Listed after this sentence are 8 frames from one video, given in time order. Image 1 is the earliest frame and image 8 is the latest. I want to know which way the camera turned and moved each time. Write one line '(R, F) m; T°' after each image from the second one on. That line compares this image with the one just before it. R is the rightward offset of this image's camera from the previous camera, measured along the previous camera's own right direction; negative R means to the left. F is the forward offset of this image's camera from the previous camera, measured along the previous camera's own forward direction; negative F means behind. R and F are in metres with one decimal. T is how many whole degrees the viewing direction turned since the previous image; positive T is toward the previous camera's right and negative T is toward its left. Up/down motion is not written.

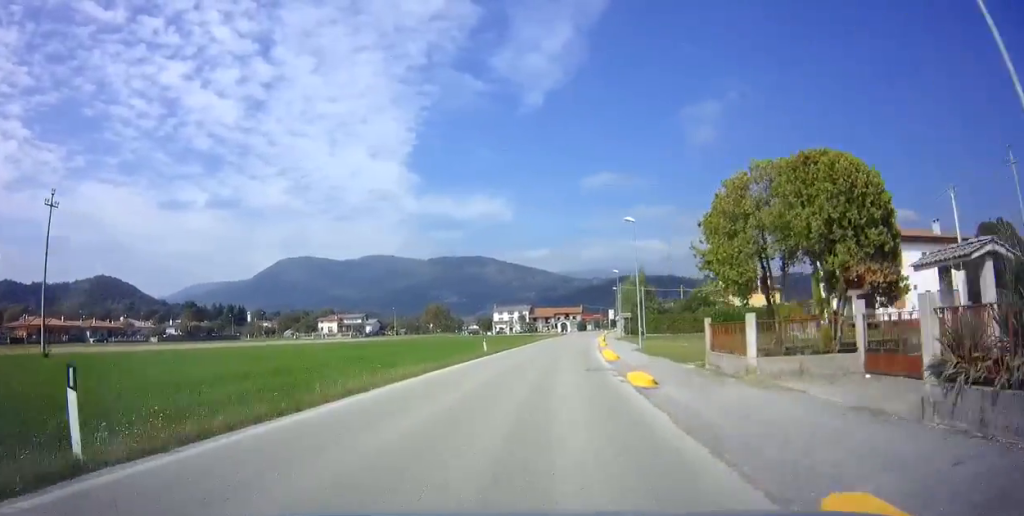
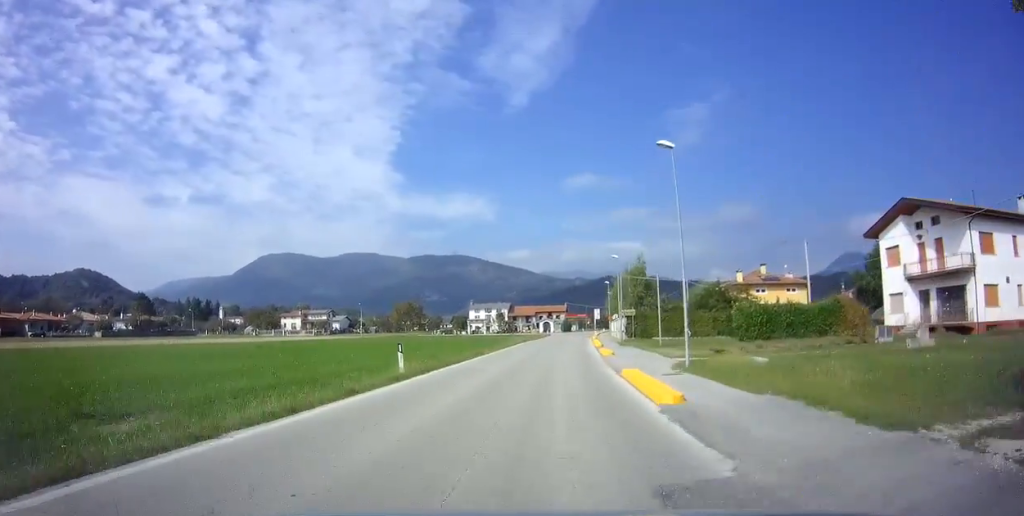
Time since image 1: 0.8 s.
(0.0, +14.6) m; +1°
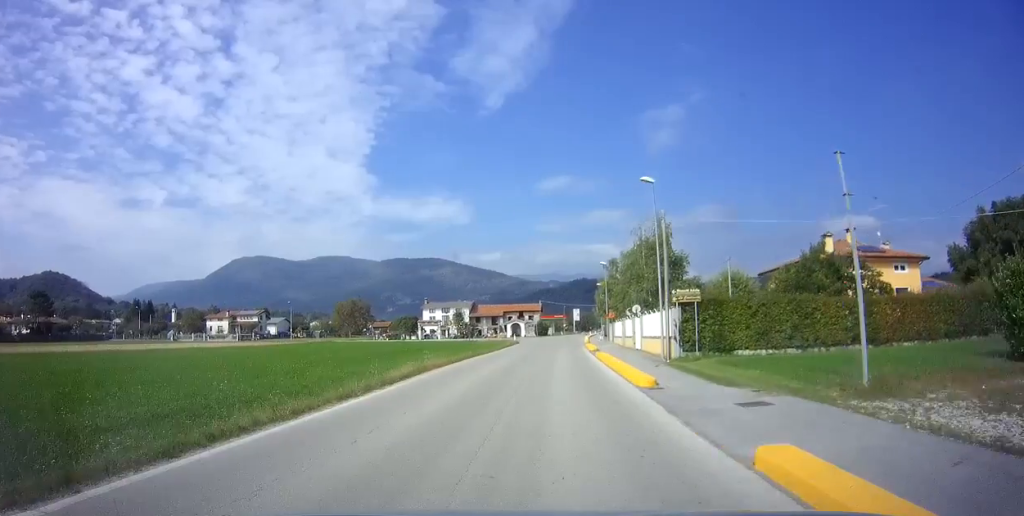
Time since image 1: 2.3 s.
(+1.0, +28.5) m; +4°
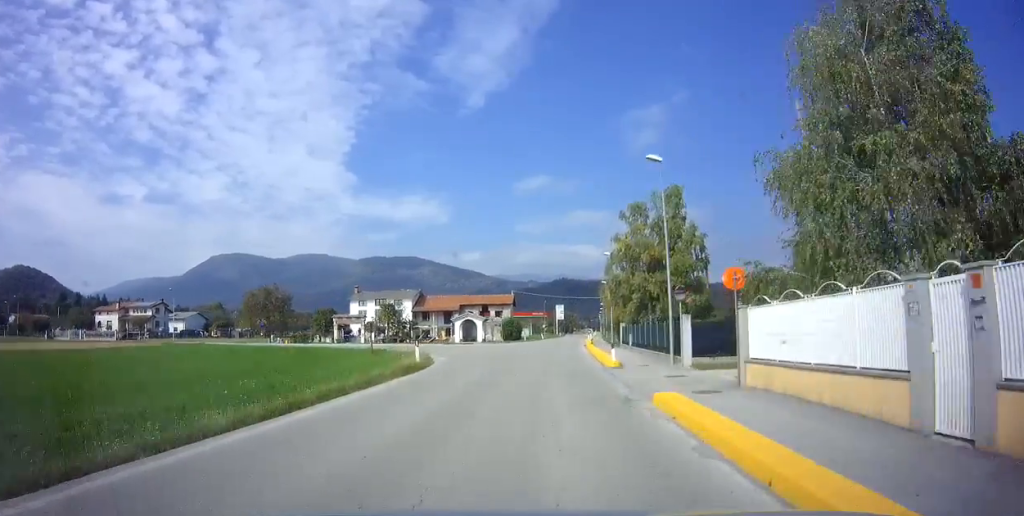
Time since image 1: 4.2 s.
(+0.5, +35.8) m; +1°
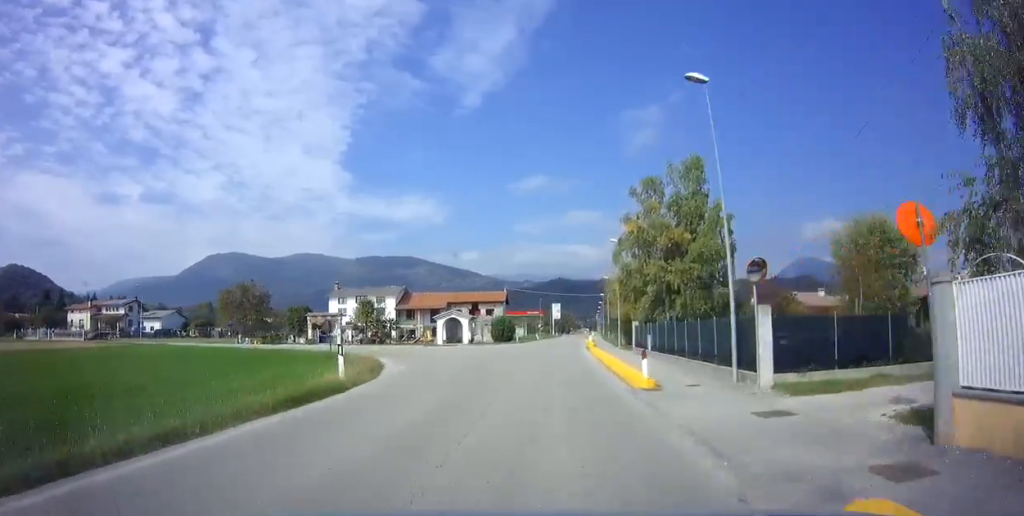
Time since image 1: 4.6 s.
(0.0, +7.5) m; +1°
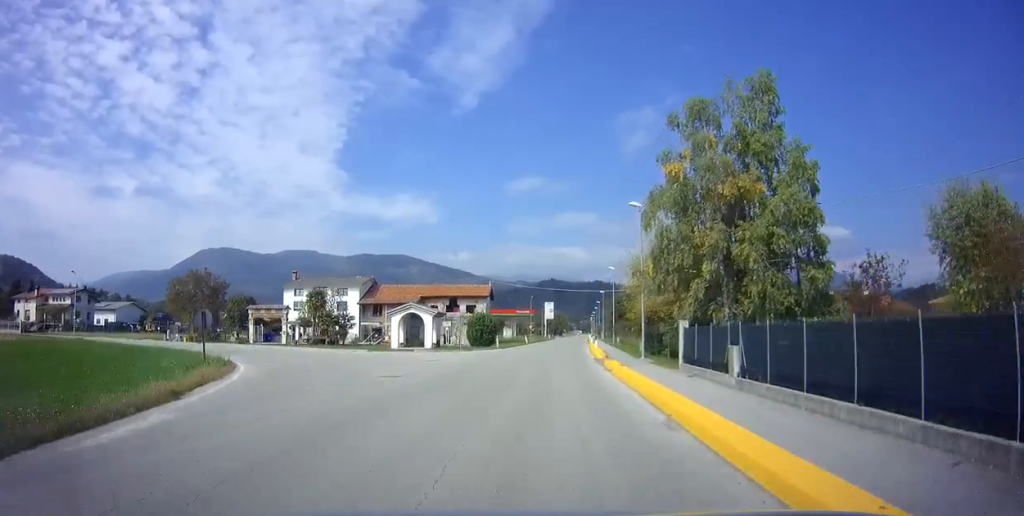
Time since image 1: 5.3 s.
(+0.1, +13.1) m; +1°
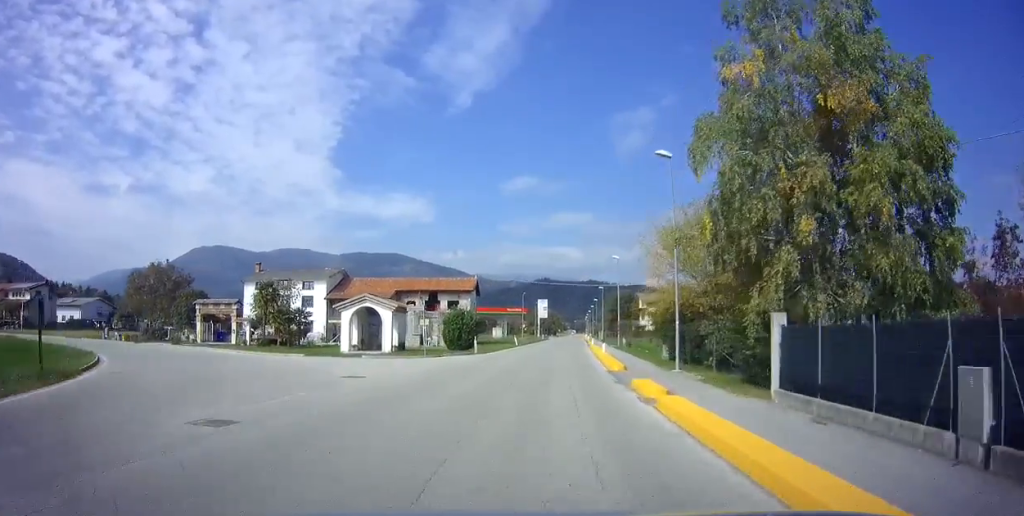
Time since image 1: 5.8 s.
(+0.1, +9.4) m; +1°
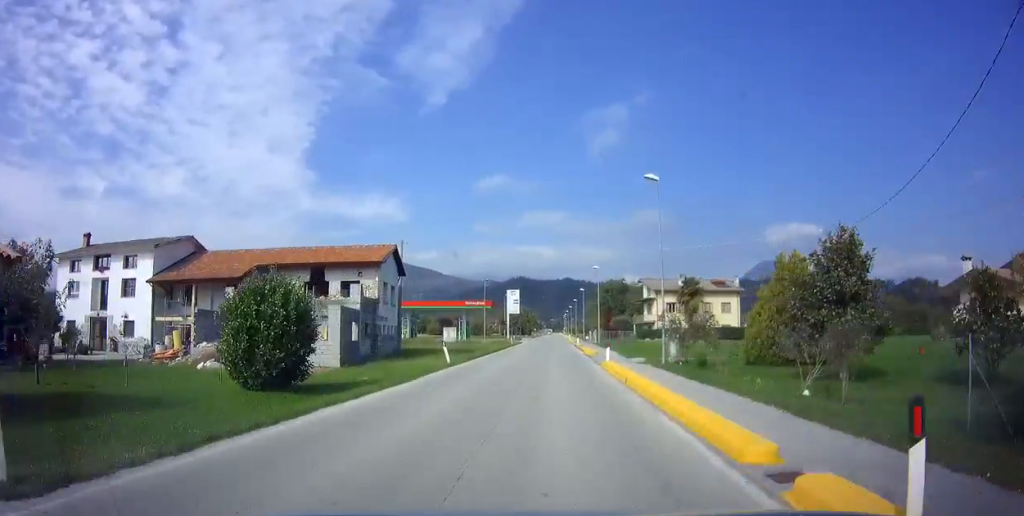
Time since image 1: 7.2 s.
(+0.6, +26.1) m; +2°
